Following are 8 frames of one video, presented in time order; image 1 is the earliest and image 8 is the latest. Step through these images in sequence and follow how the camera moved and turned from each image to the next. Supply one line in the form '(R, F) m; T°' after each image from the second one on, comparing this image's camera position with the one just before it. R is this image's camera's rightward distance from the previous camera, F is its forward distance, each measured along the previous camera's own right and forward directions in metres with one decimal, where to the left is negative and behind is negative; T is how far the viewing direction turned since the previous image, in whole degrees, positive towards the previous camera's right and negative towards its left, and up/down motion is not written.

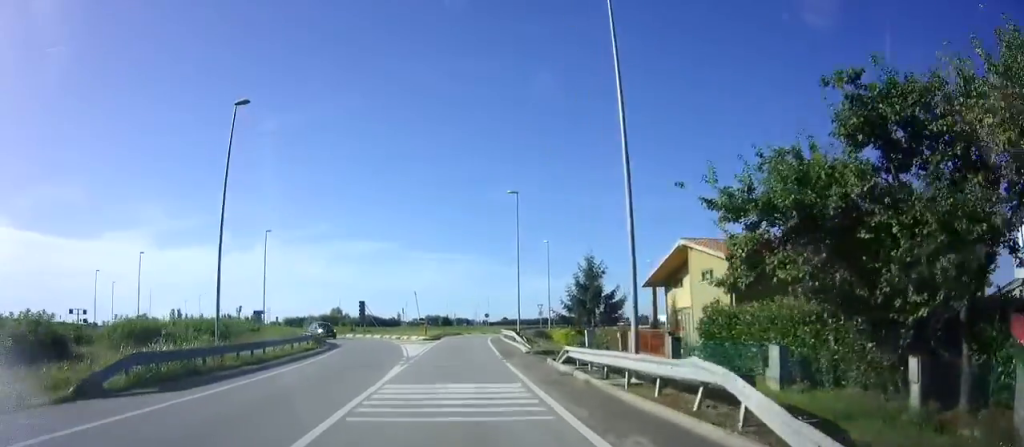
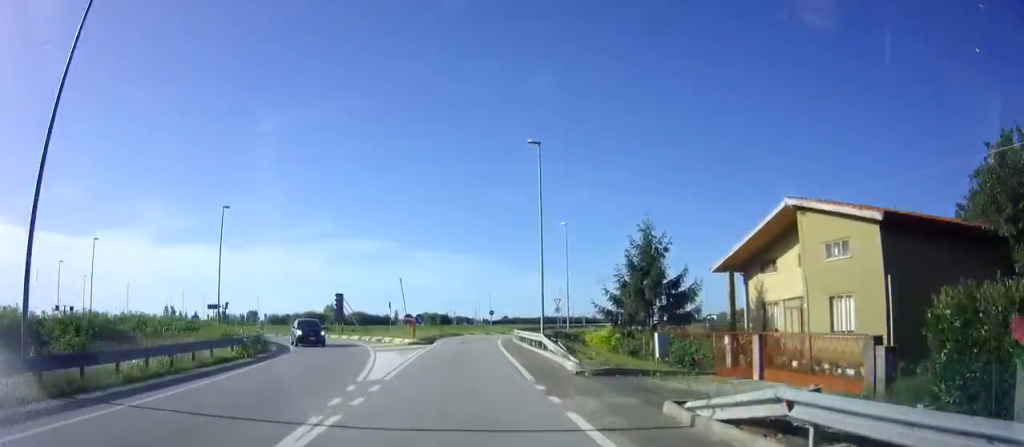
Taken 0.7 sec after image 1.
(-0.1, +10.4) m; 0°
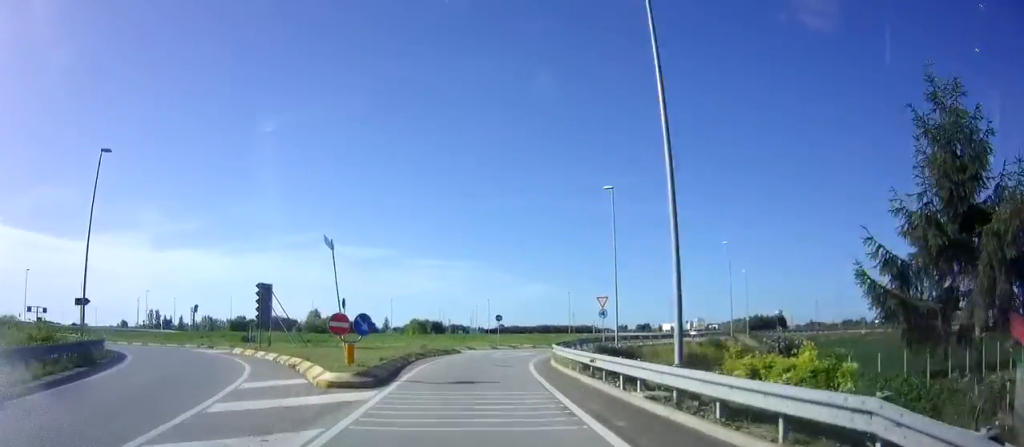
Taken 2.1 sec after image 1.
(+0.1, +17.1) m; +2°
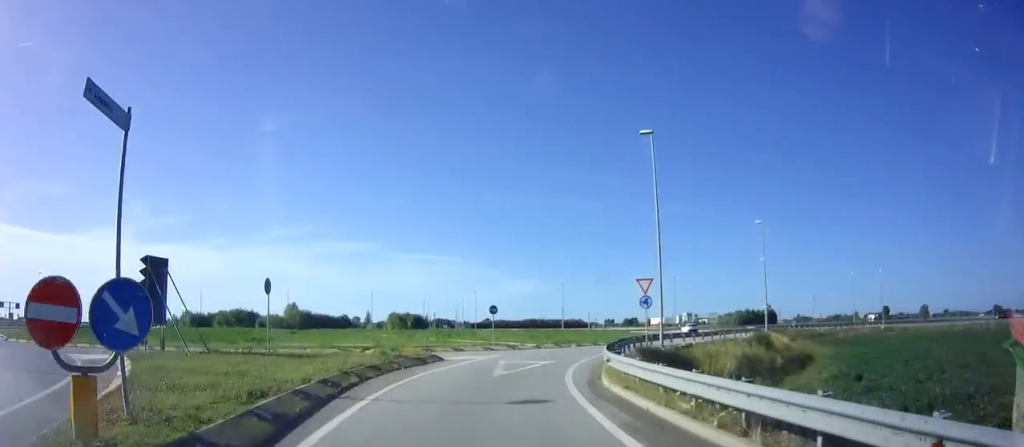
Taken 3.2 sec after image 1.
(+0.2, +9.9) m; +3°
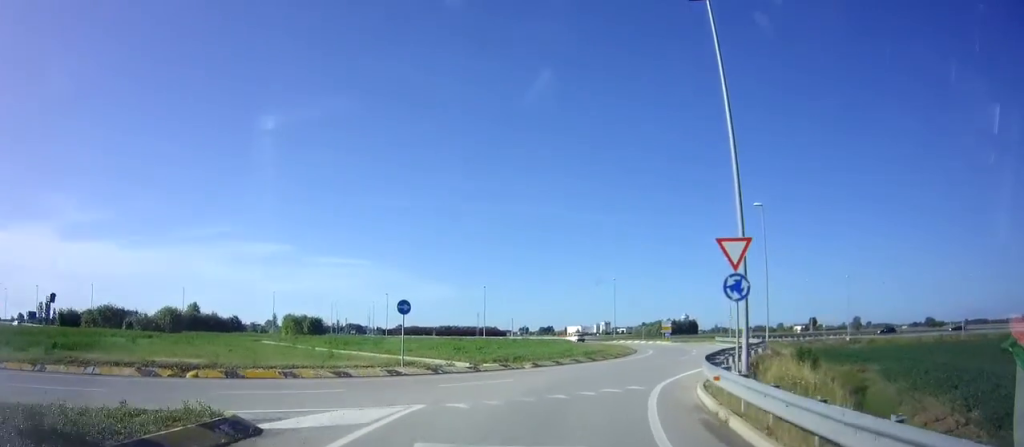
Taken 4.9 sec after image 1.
(+0.8, +13.4) m; +20°
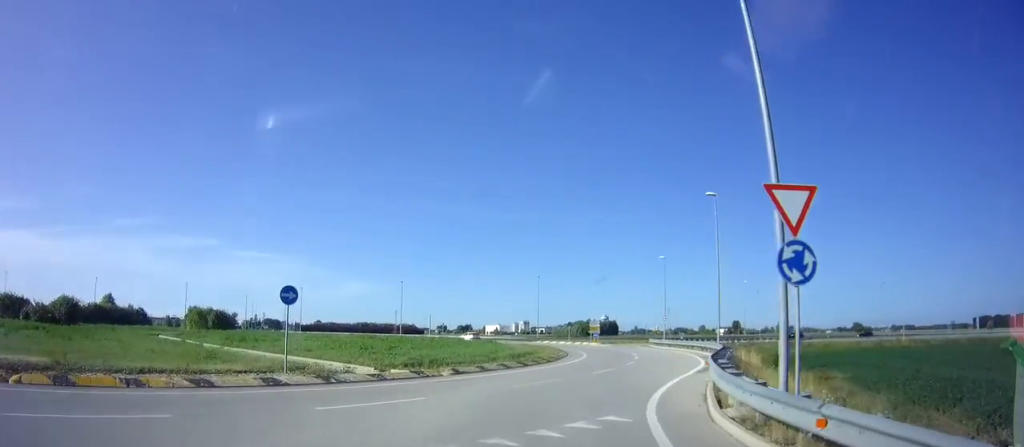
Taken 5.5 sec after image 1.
(+1.0, +4.8) m; +9°
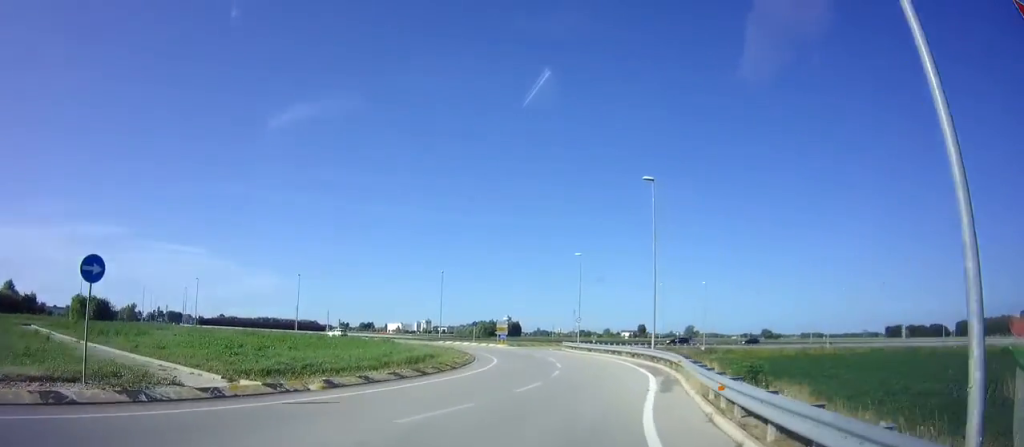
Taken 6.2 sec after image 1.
(+0.6, +5.2) m; +6°
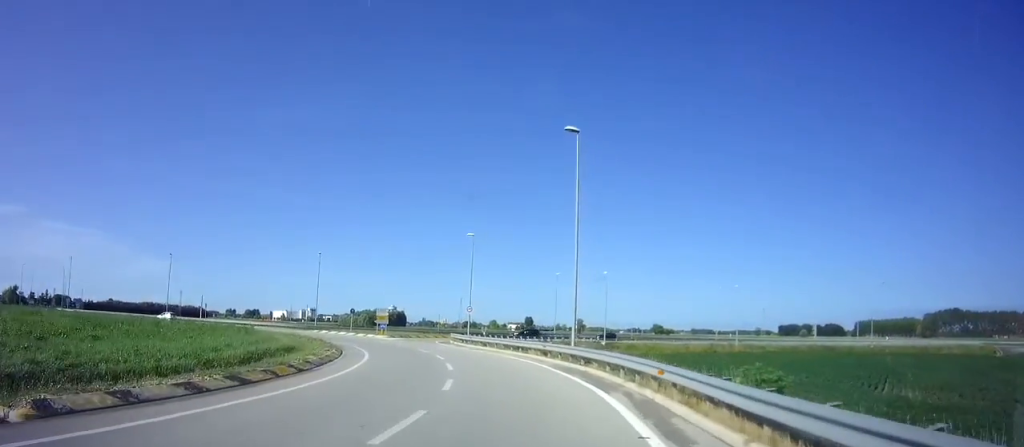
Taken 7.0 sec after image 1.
(0.0, +7.1) m; 0°
